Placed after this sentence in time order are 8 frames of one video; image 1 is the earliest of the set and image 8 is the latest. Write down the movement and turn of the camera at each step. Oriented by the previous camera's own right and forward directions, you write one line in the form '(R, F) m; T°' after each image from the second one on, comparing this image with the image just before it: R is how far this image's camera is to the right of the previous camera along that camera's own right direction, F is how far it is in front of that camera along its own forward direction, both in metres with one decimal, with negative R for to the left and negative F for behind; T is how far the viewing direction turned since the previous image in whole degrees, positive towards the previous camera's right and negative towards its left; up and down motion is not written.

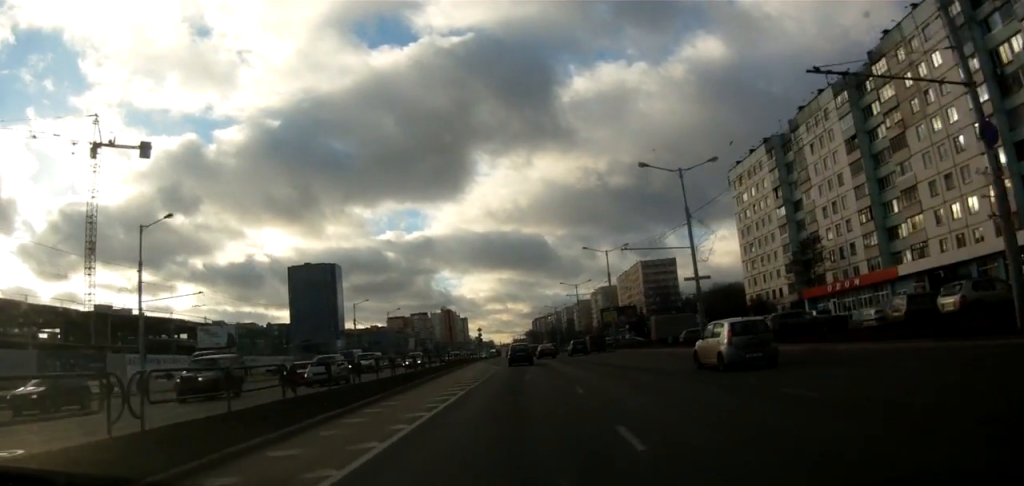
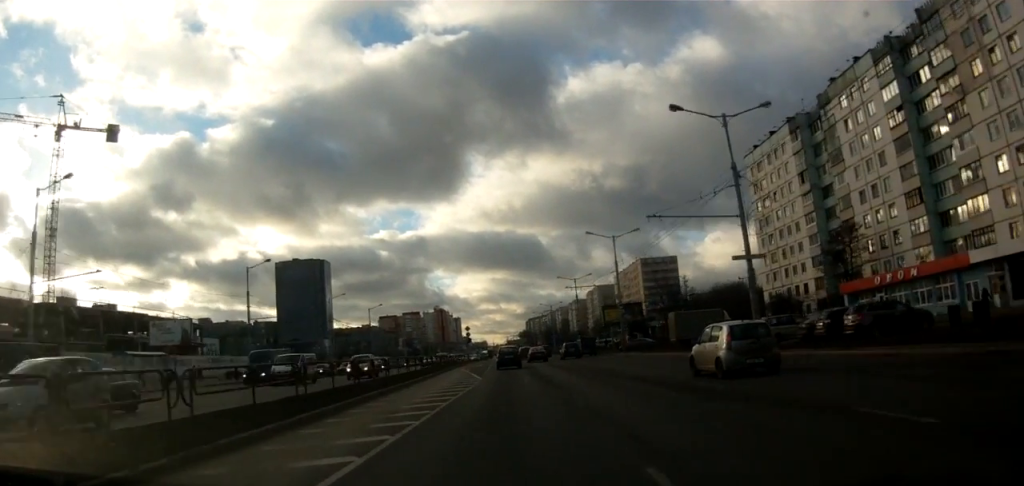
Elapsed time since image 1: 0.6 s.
(-0.1, +11.1) m; 0°
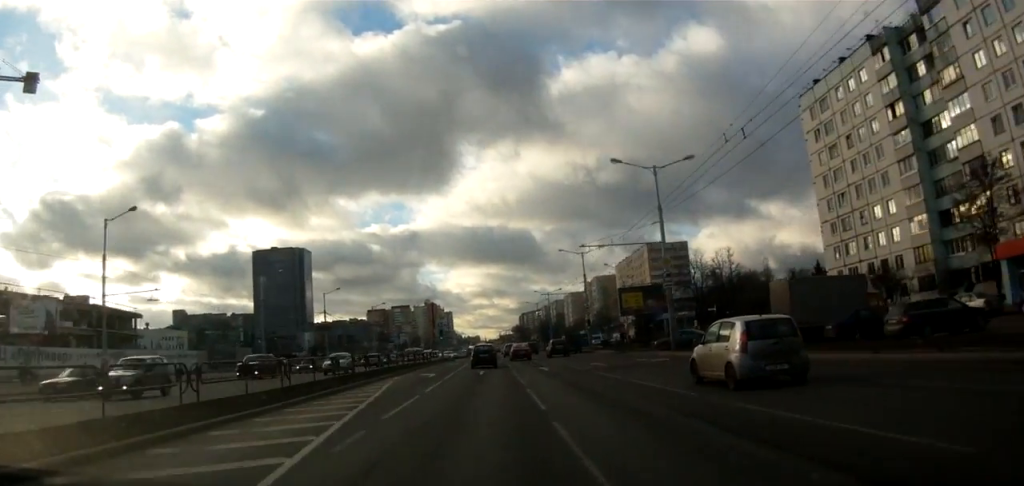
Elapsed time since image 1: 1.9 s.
(+0.4, +24.7) m; +2°
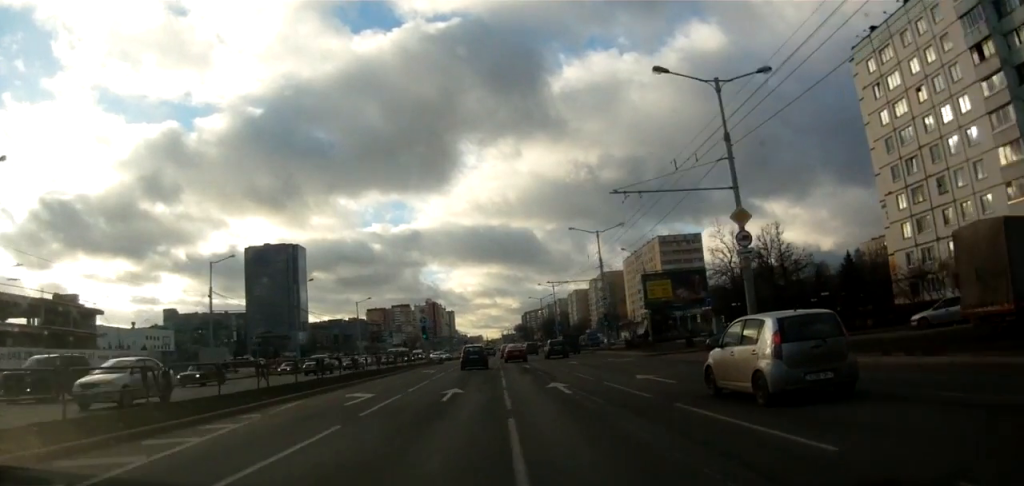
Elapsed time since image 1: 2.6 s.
(+0.2, +13.5) m; +1°
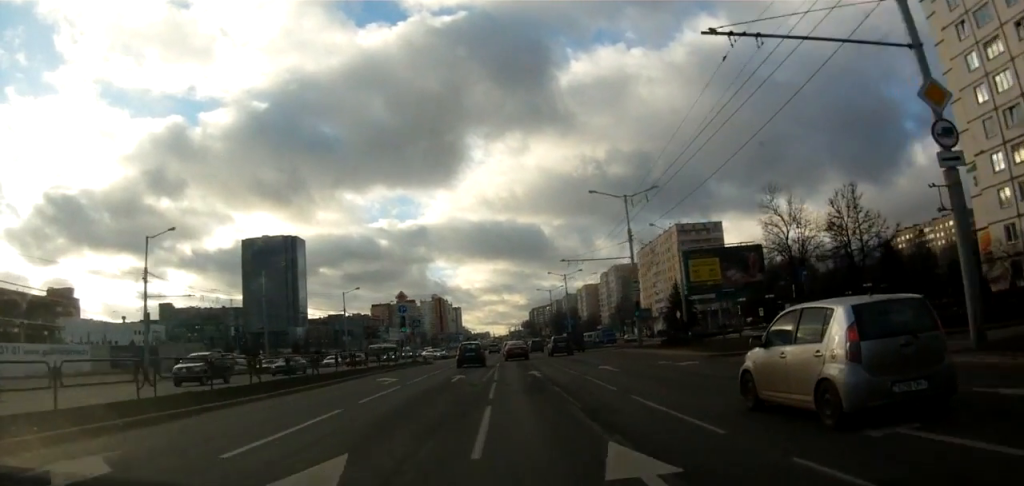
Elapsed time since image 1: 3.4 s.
(+0.1, +13.6) m; -1°
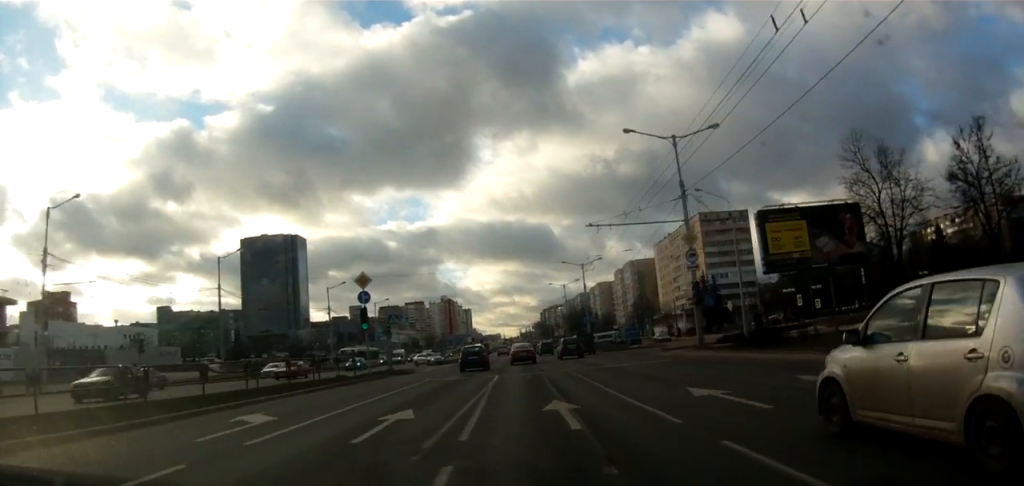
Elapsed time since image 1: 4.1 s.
(-0.3, +13.5) m; -1°
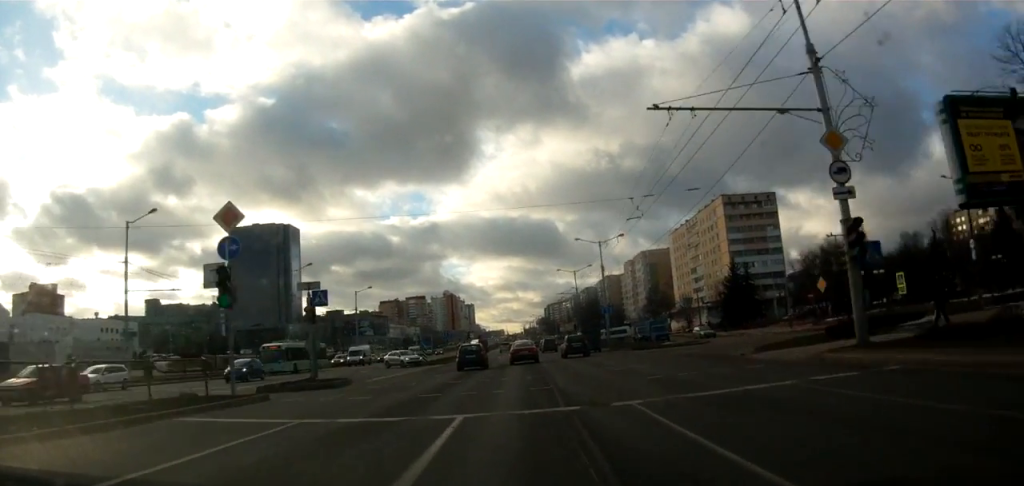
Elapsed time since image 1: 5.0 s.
(-0.2, +16.3) m; 0°
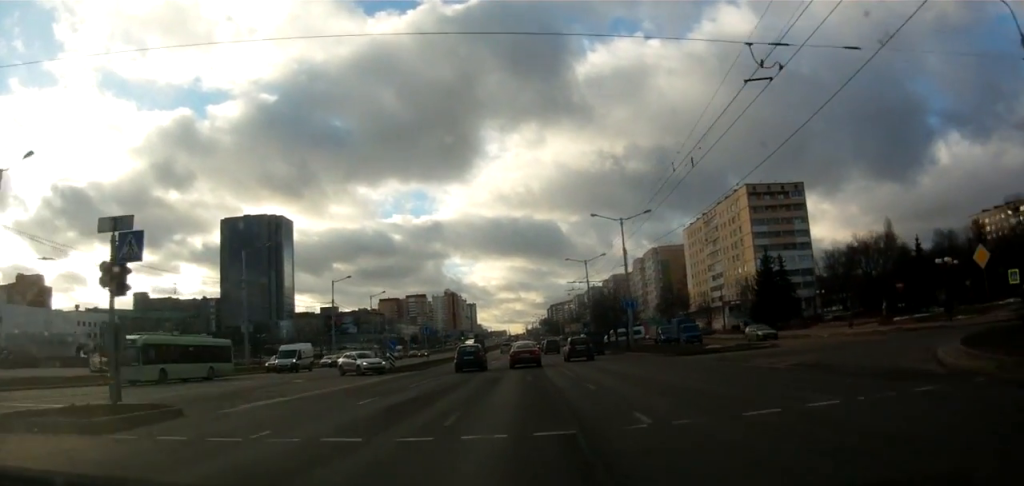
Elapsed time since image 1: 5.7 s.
(0.0, +13.9) m; +1°
